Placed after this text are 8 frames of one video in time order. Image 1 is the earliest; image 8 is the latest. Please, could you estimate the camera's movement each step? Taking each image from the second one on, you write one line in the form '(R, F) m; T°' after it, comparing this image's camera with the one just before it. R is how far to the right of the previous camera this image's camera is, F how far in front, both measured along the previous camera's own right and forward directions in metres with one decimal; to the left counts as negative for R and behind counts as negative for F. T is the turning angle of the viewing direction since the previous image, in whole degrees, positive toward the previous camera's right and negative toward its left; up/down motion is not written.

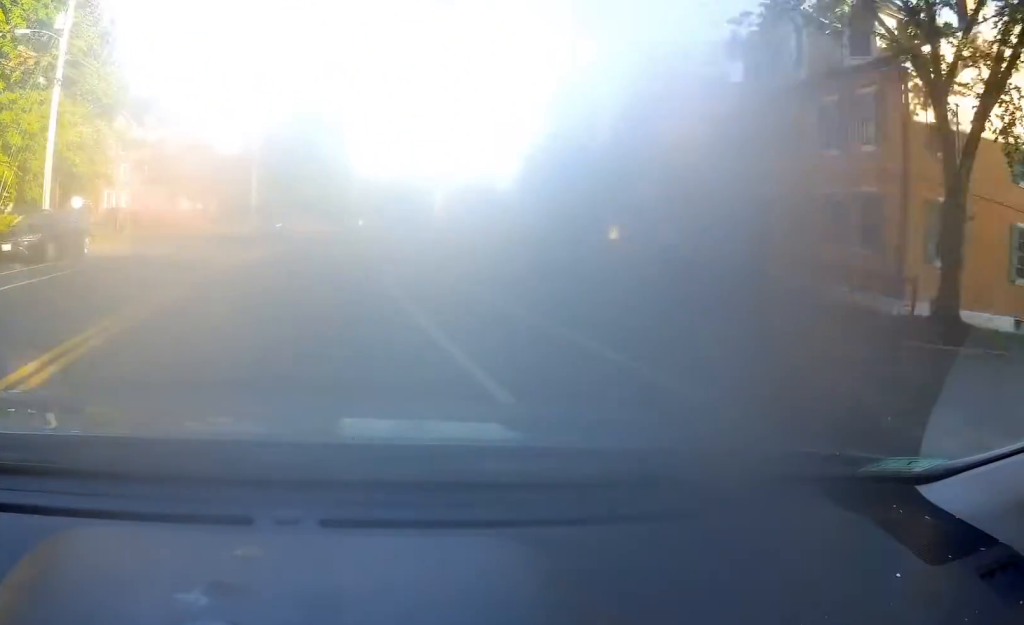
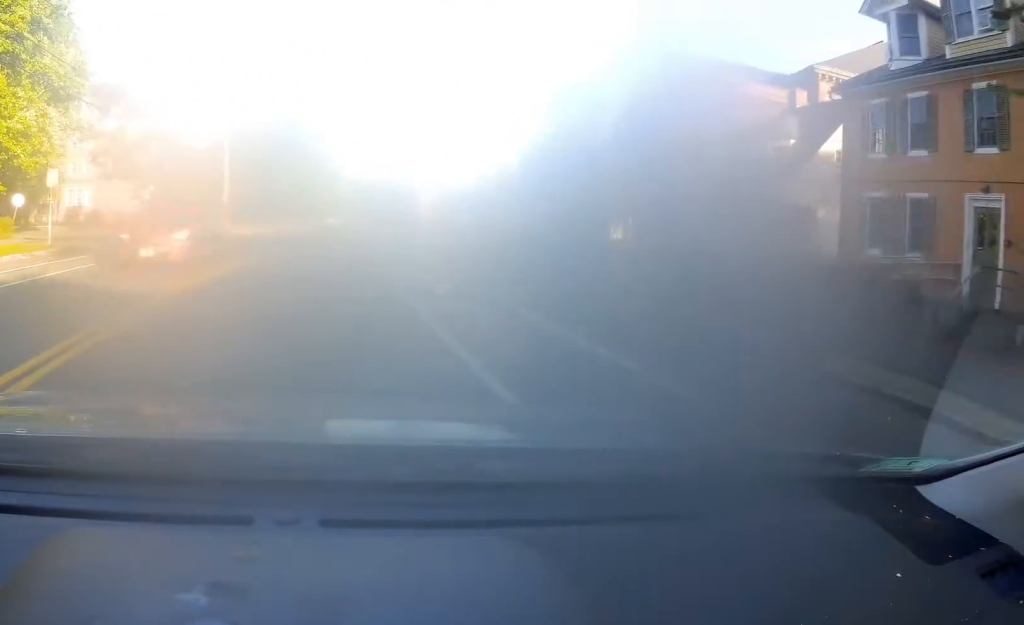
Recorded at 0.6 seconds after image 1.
(+0.1, +8.1) m; +2°
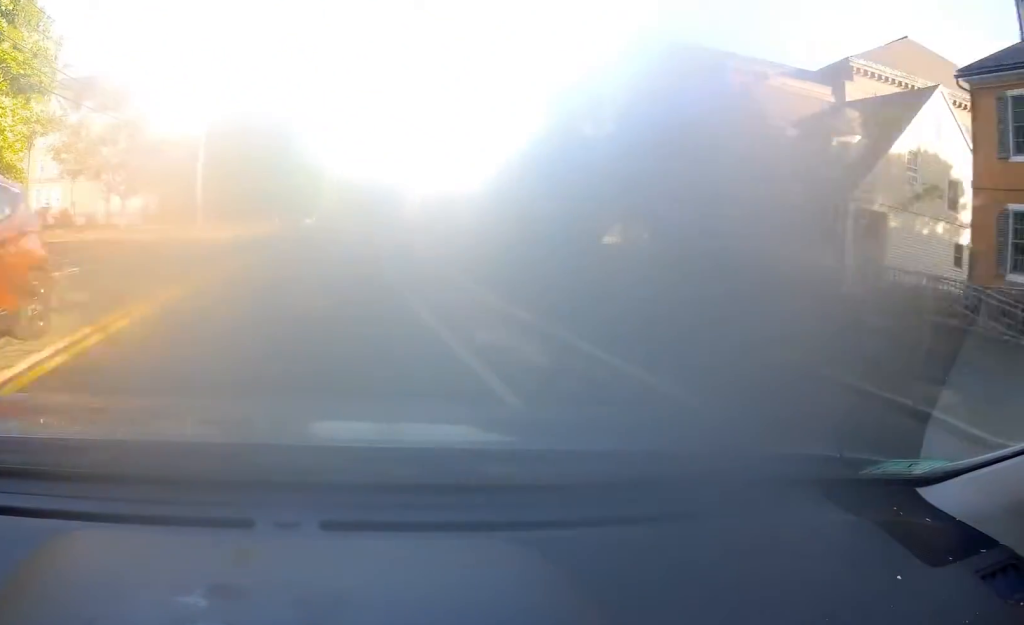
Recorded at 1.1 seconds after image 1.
(-0.1, +5.9) m; +2°
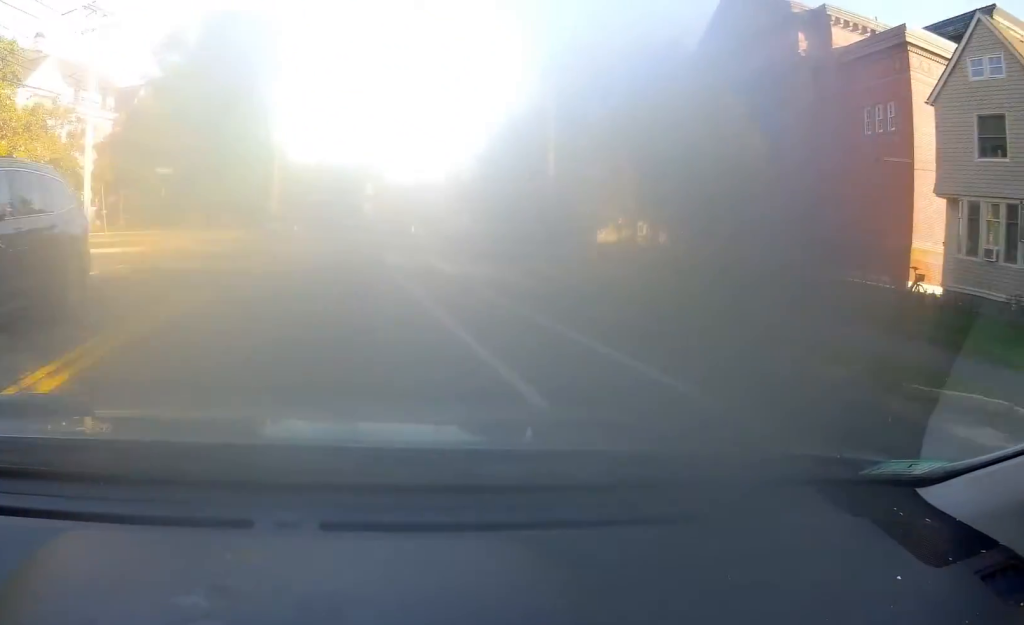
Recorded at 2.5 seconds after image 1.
(+0.8, +16.1) m; +4°
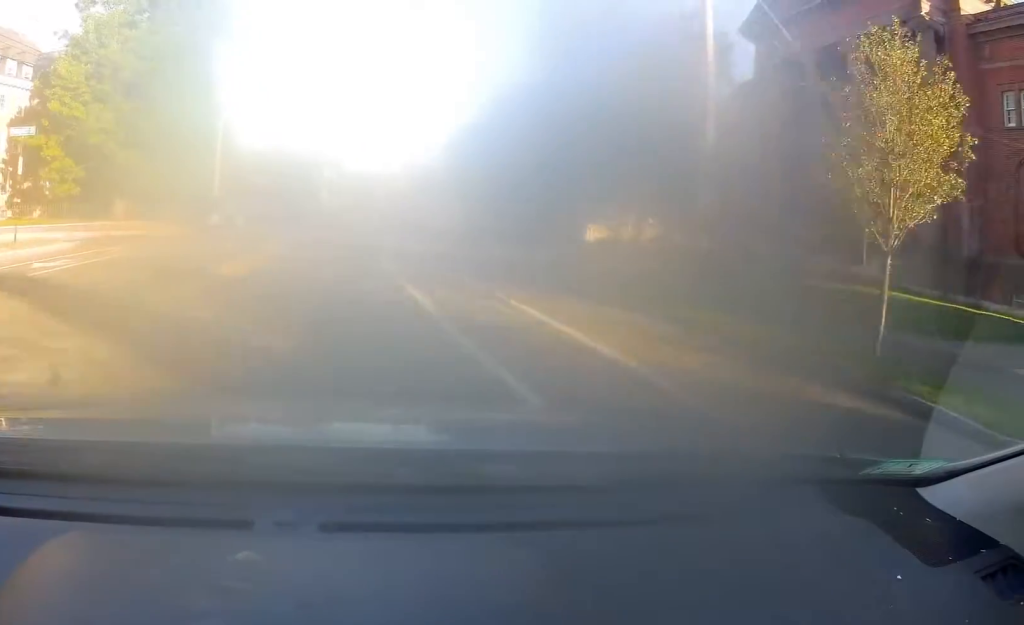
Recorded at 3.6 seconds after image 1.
(+0.4, +12.3) m; +4°
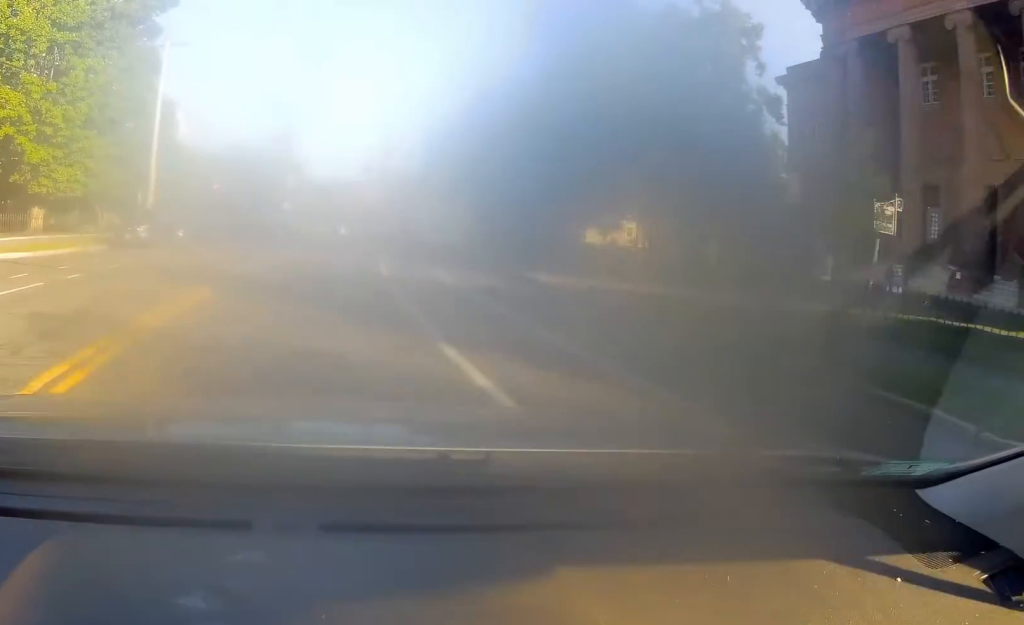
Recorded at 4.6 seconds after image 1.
(+0.2, +10.1) m; +2°
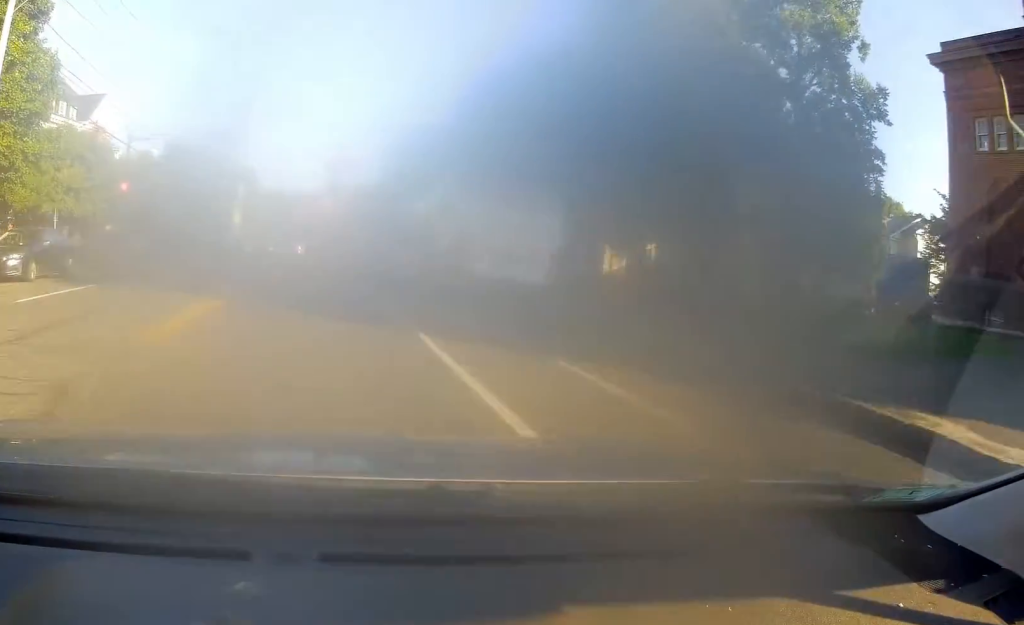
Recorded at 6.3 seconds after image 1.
(+0.6, +15.6) m; +6°
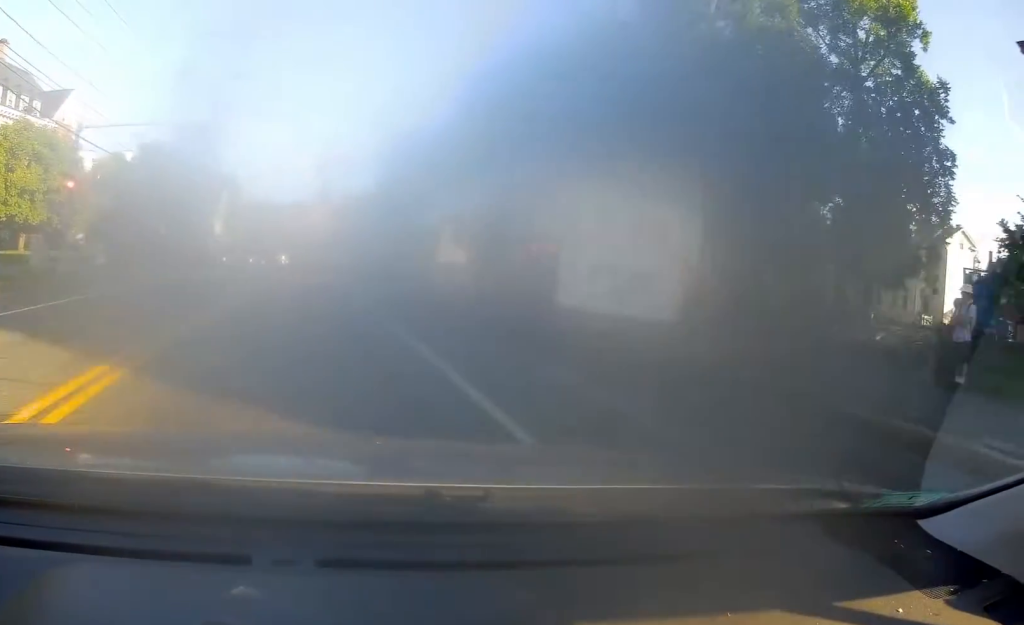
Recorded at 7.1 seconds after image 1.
(+0.3, +6.7) m; 0°
